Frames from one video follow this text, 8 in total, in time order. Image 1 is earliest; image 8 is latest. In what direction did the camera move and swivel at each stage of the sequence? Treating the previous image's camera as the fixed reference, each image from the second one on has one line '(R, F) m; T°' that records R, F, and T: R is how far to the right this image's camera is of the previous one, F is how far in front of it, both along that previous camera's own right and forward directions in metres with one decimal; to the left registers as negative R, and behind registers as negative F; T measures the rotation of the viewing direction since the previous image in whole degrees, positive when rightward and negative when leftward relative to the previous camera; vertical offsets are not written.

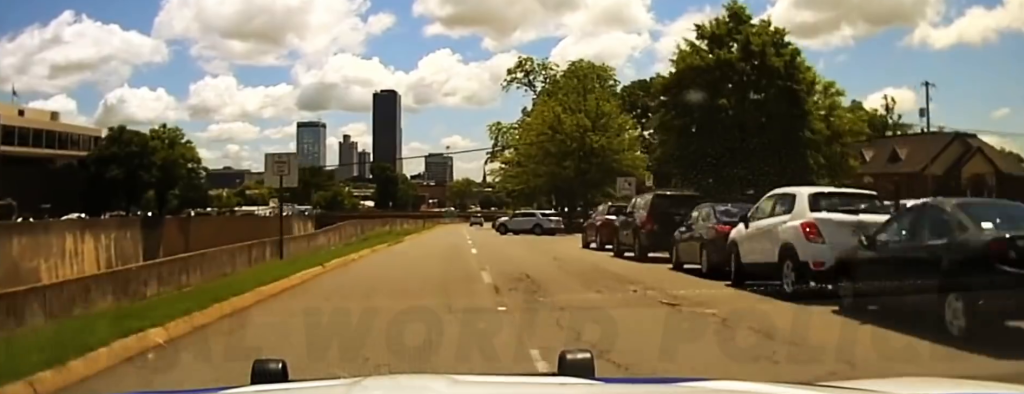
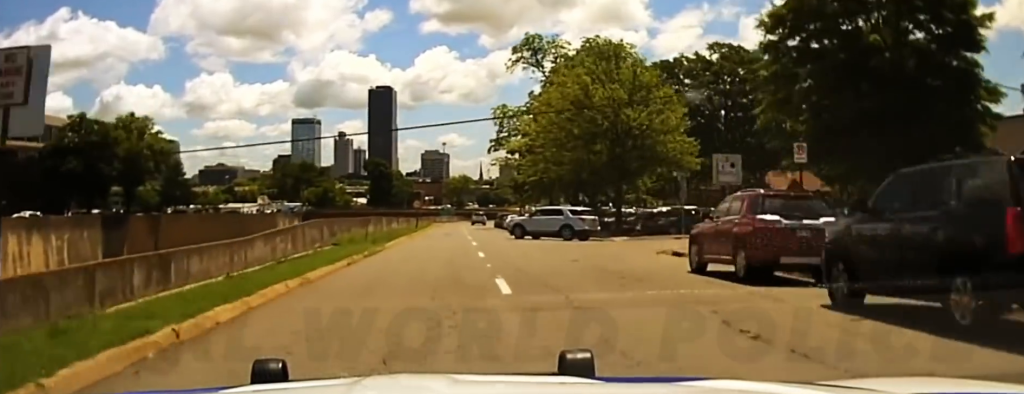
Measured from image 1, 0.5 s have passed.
(0.0, +14.7) m; 0°
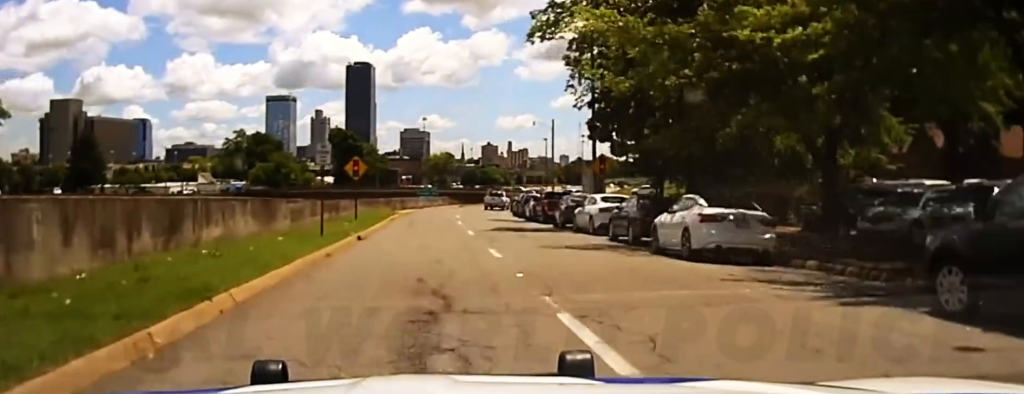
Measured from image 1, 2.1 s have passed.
(+0.5, +54.4) m; +2°
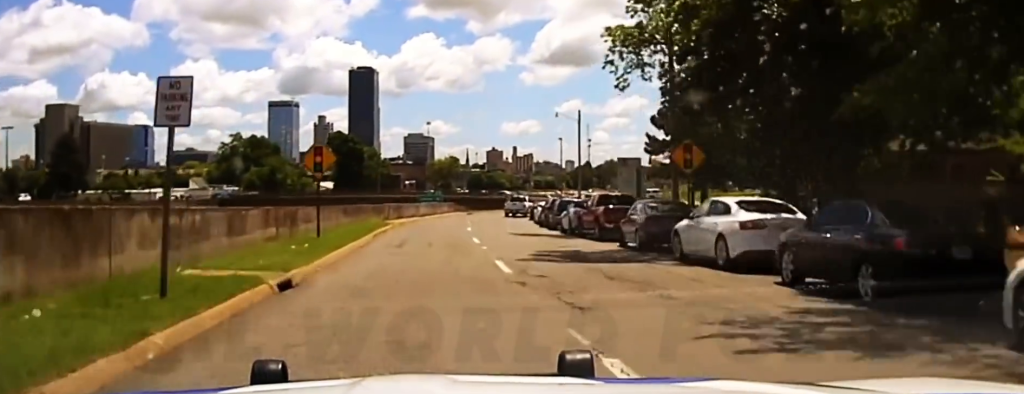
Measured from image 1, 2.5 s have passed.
(+0.1, +14.5) m; +1°
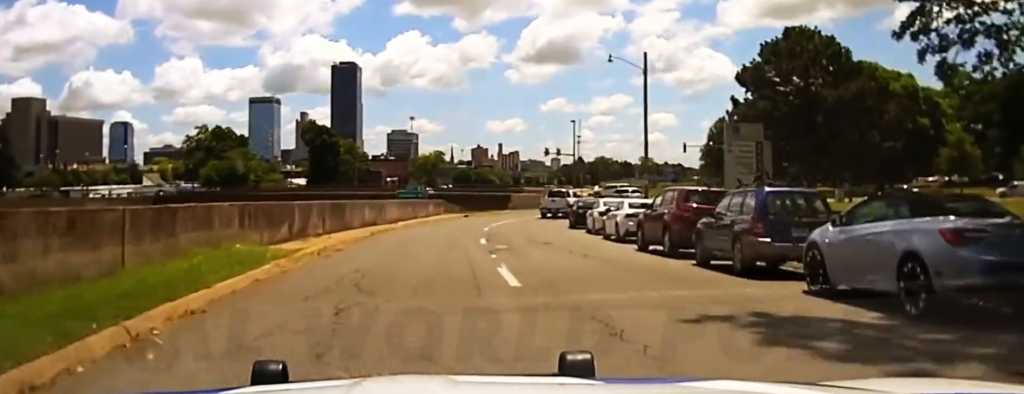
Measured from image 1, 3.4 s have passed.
(+0.1, +29.2) m; 0°
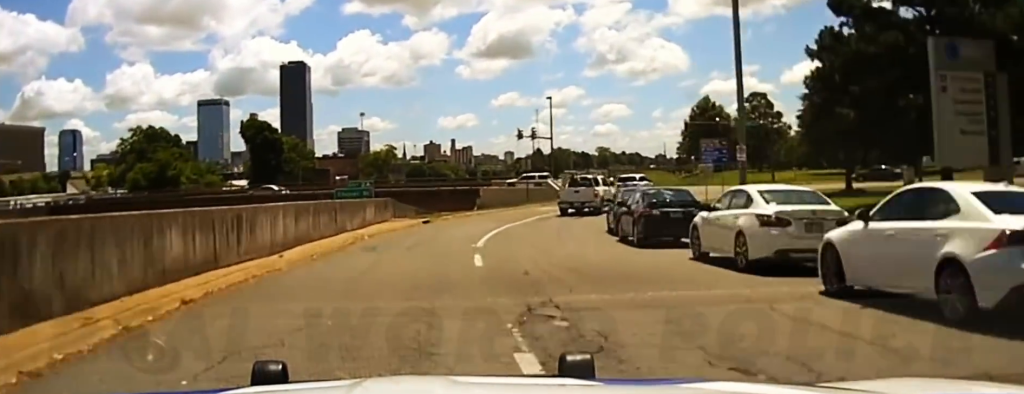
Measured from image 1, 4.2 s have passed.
(0.0, +21.2) m; +3°
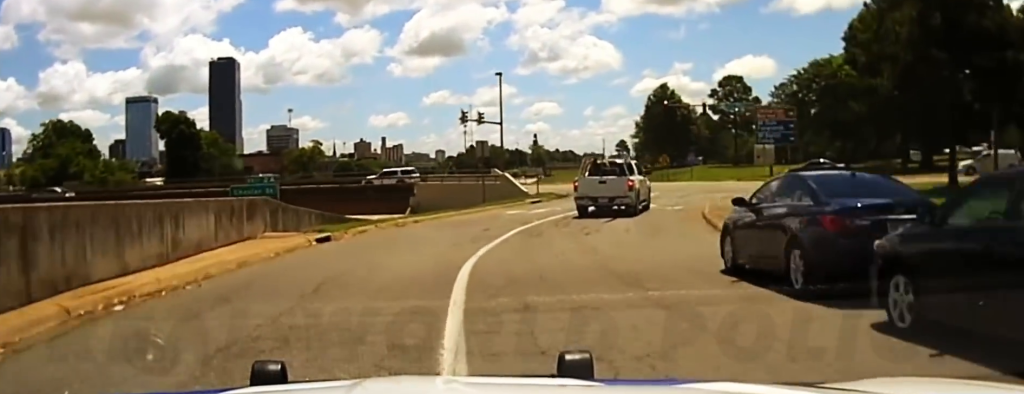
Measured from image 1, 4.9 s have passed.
(+0.1, +18.0) m; +5°
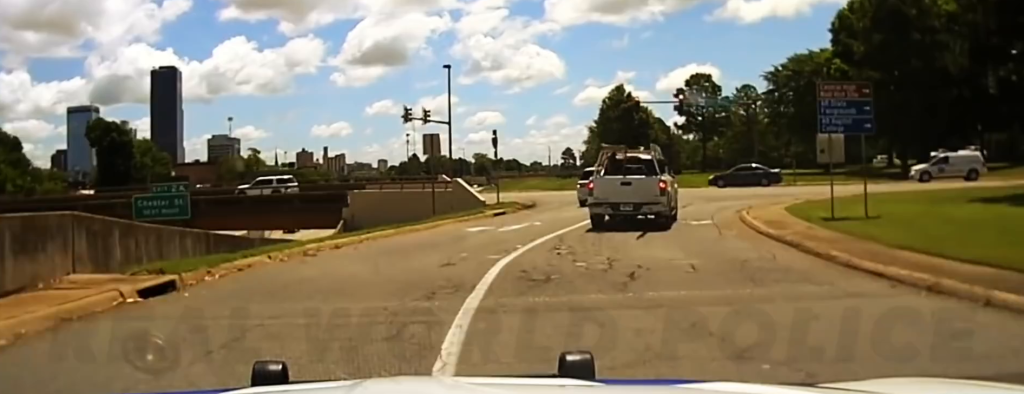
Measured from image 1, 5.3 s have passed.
(+0.7, +9.3) m; +5°
